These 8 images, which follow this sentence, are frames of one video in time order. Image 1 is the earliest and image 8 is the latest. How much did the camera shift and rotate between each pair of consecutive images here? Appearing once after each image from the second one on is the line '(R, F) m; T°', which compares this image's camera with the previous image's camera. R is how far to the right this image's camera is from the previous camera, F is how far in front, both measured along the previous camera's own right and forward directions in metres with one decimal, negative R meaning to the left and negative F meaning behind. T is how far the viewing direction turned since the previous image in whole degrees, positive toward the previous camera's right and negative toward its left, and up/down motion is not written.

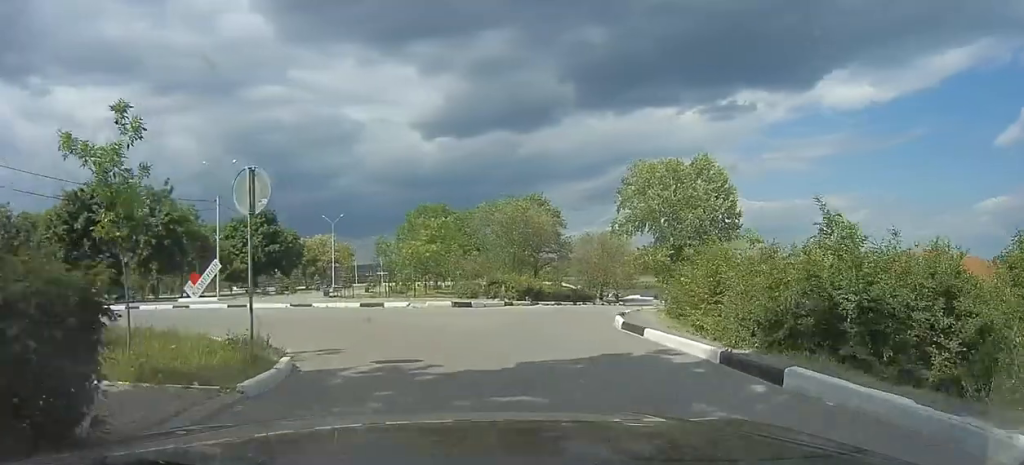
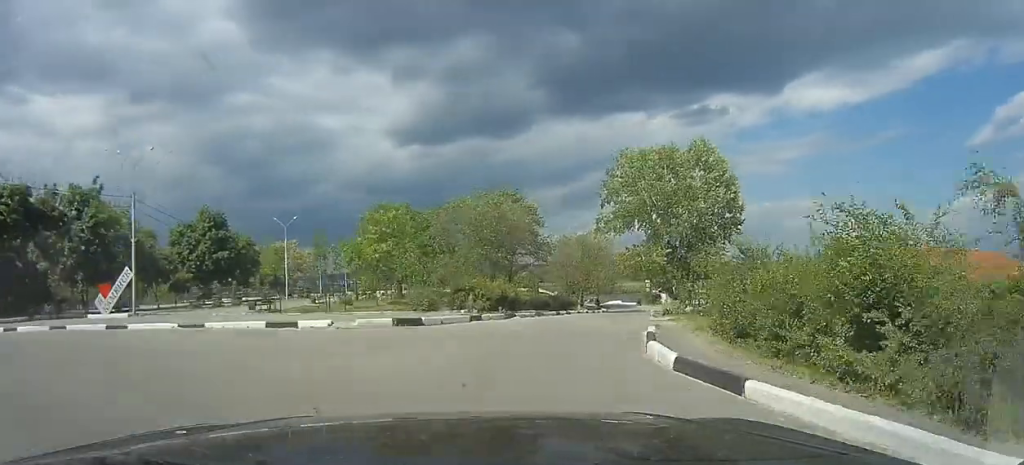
(+0.3, +6.7) m; +1°
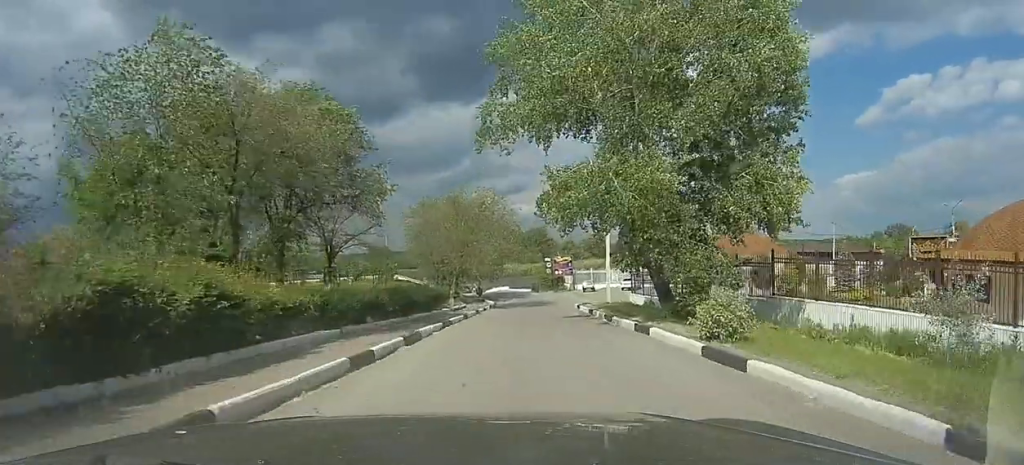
(+2.2, +25.7) m; +14°
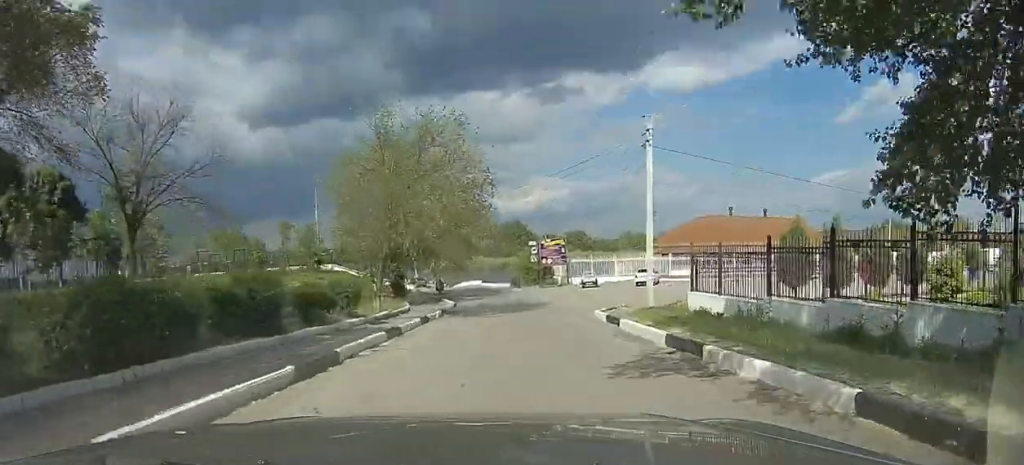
(+1.1, +16.2) m; +2°
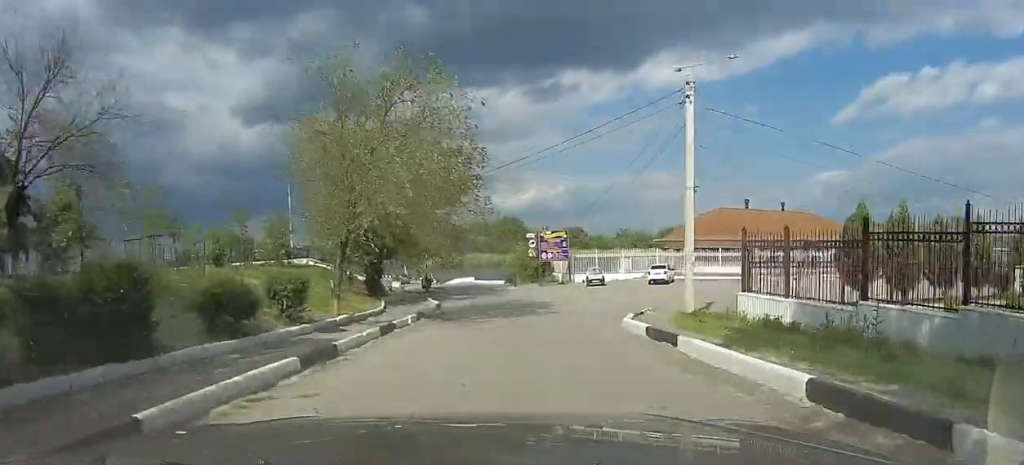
(-0.2, +5.4) m; +3°
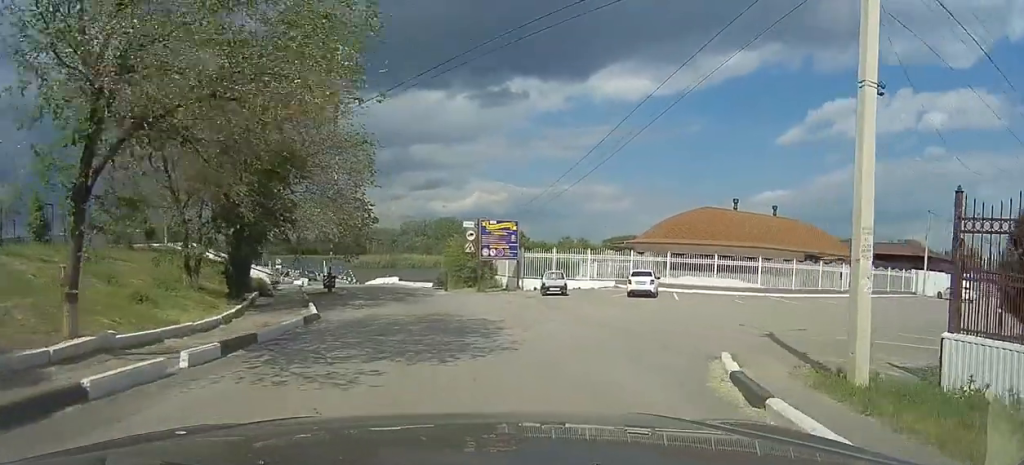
(+0.8, +10.5) m; +12°
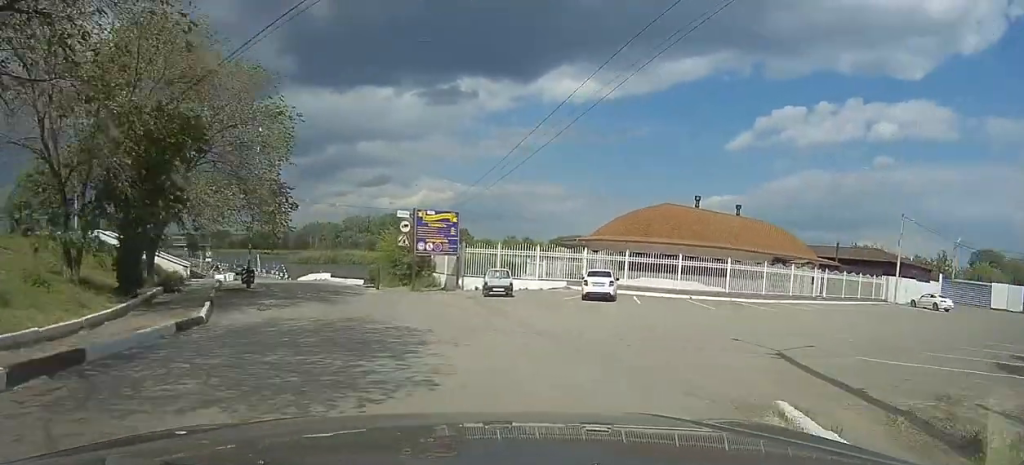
(+0.1, +4.1) m; +6°
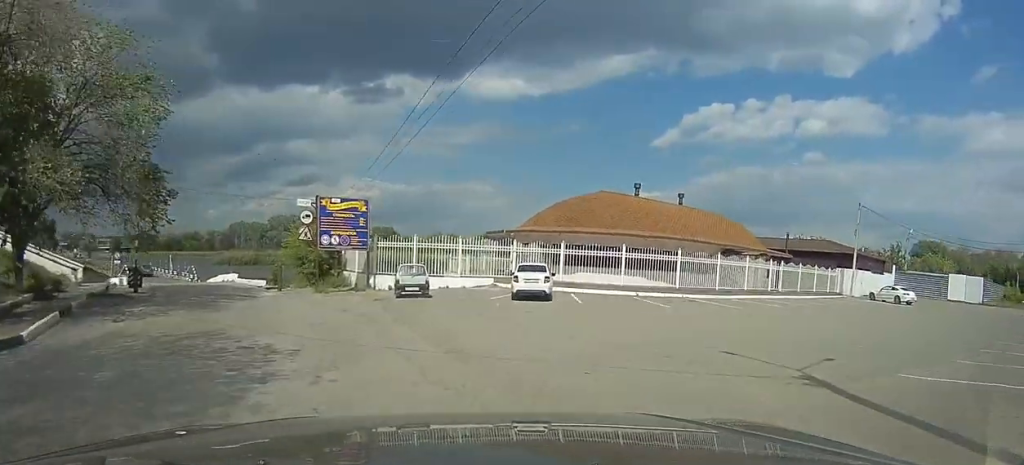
(+0.4, +4.2) m; +3°
